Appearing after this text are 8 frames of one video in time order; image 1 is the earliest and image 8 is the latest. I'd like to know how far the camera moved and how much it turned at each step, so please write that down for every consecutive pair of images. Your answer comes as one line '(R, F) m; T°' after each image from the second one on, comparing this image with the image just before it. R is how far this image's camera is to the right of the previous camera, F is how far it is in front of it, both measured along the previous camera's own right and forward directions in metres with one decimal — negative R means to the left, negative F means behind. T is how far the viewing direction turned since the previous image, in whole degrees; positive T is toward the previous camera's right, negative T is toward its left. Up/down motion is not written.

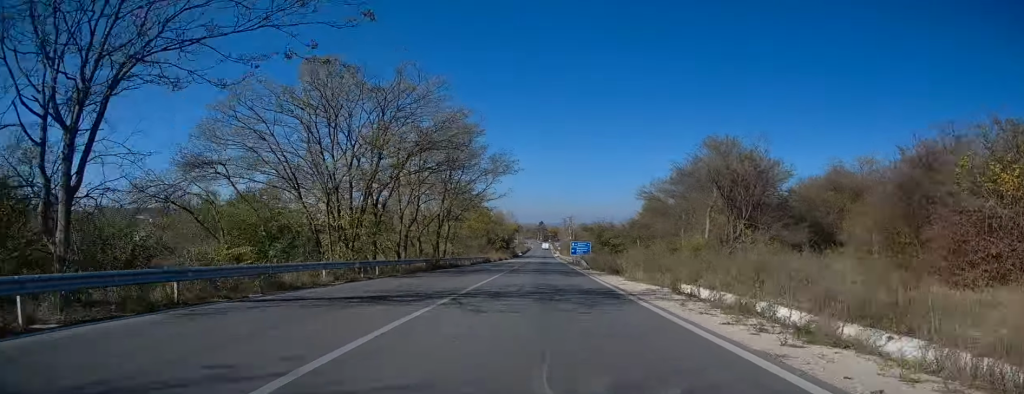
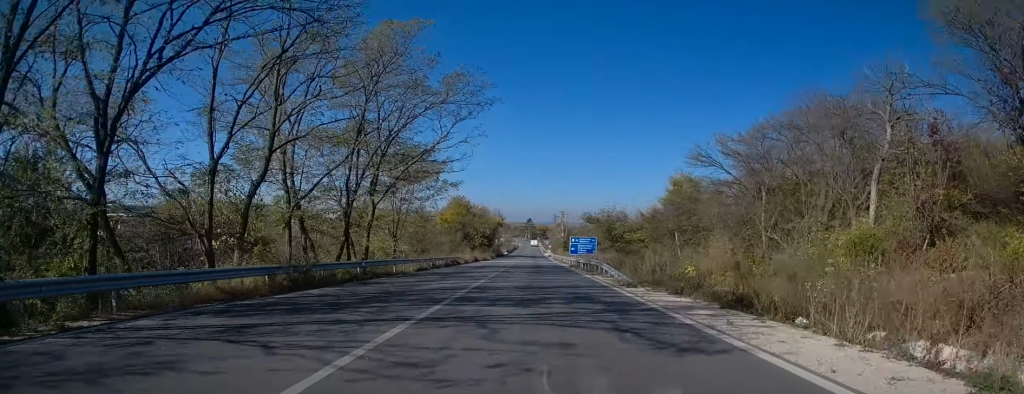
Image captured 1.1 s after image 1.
(+0.3, +19.9) m; +1°
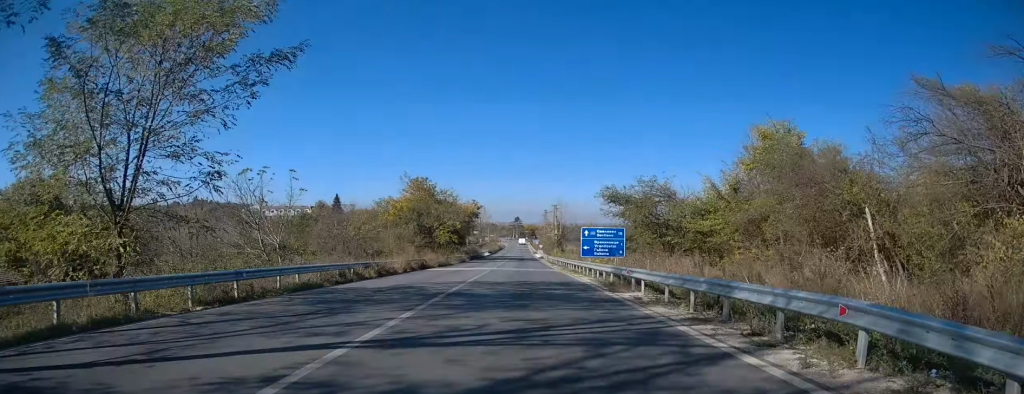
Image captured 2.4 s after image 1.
(+0.4, +24.2) m; +2°
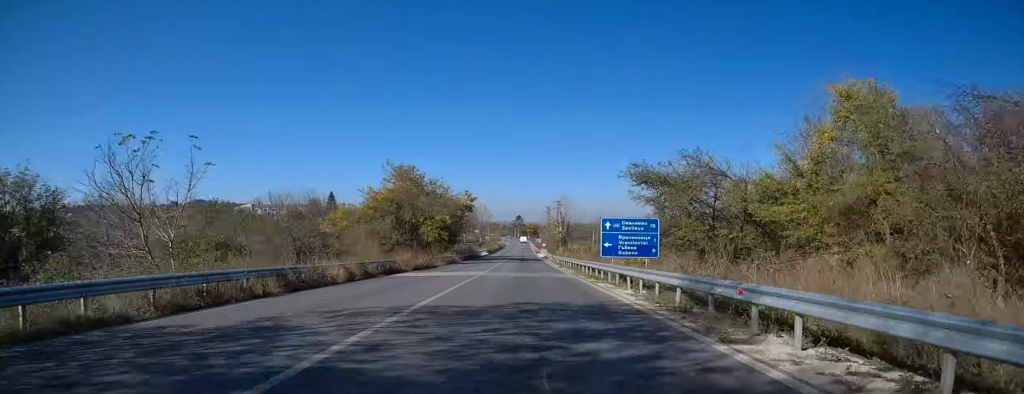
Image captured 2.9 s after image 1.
(+0.1, +9.3) m; 0°
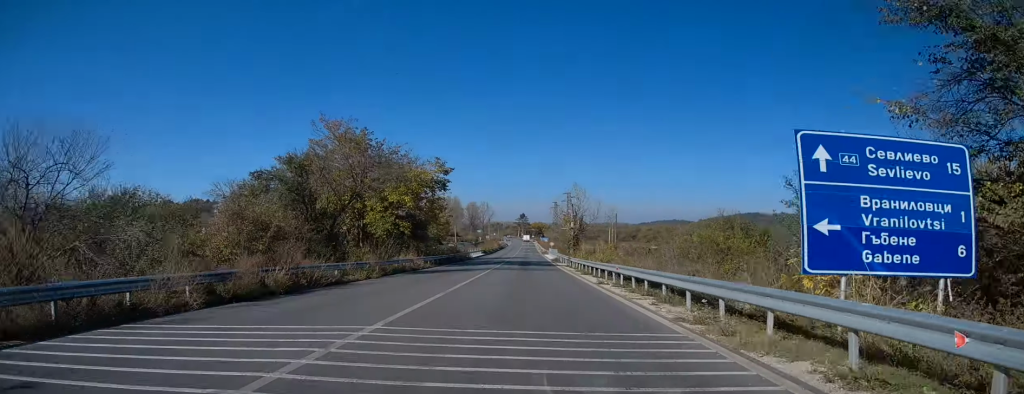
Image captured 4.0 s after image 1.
(-0.3, +21.2) m; -1°
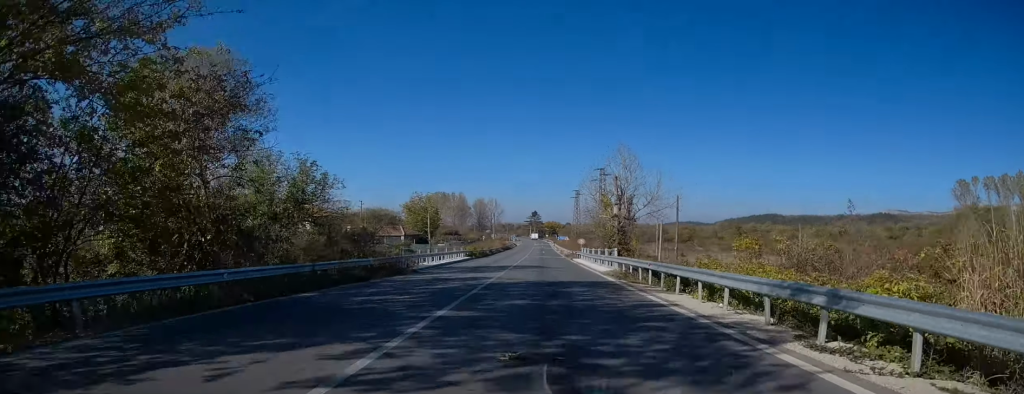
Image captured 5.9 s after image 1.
(+0.4, +36.2) m; 0°
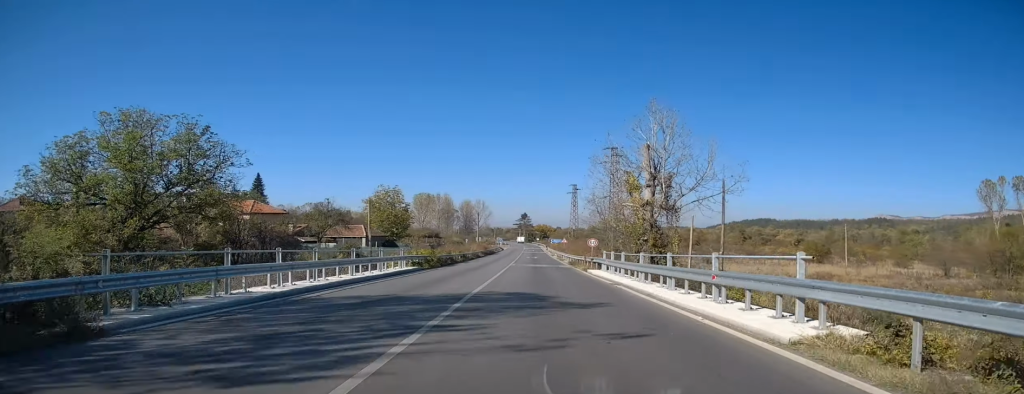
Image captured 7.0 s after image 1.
(-0.4, +19.3) m; -1°
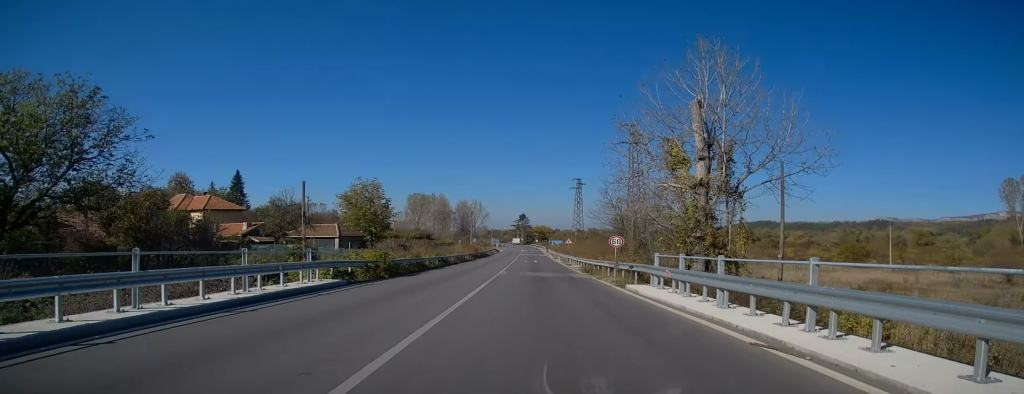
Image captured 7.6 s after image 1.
(0.0, +12.5) m; 0°
